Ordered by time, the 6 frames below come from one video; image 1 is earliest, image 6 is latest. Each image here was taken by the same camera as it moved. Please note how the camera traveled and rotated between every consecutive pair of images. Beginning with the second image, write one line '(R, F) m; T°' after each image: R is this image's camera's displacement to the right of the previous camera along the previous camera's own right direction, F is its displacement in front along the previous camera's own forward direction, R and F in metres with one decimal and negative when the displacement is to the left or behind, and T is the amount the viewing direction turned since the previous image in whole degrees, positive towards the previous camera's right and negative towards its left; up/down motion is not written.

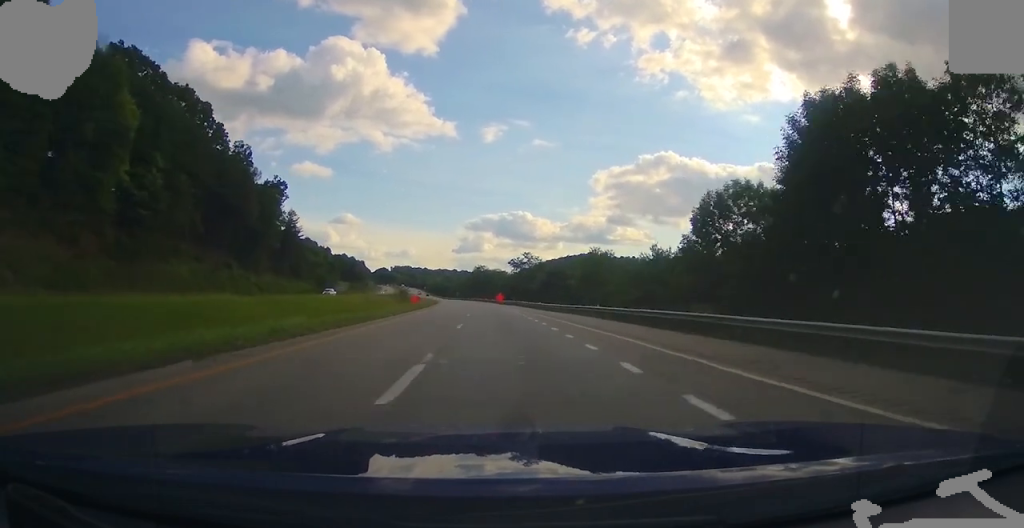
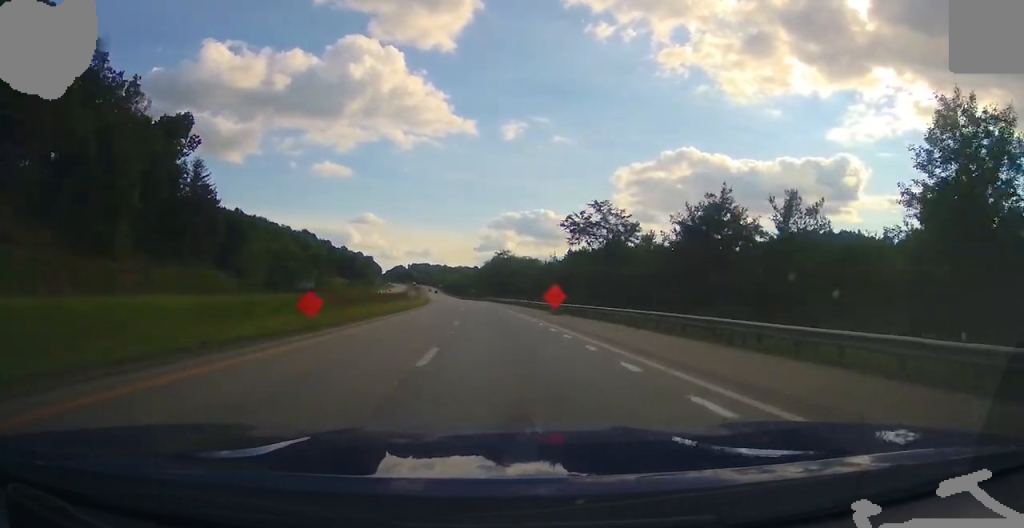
(-1.7, +59.8) m; -4°
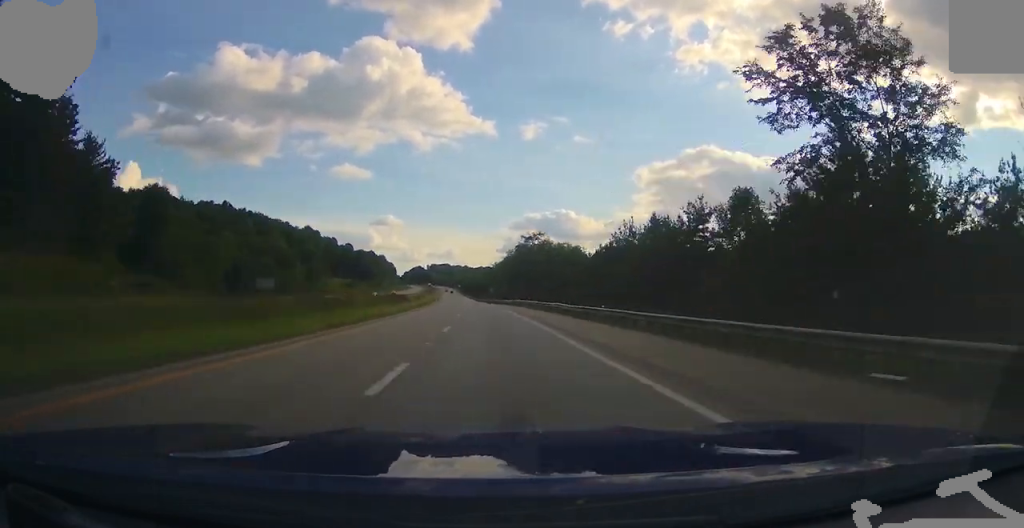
(-1.5, +39.4) m; -3°
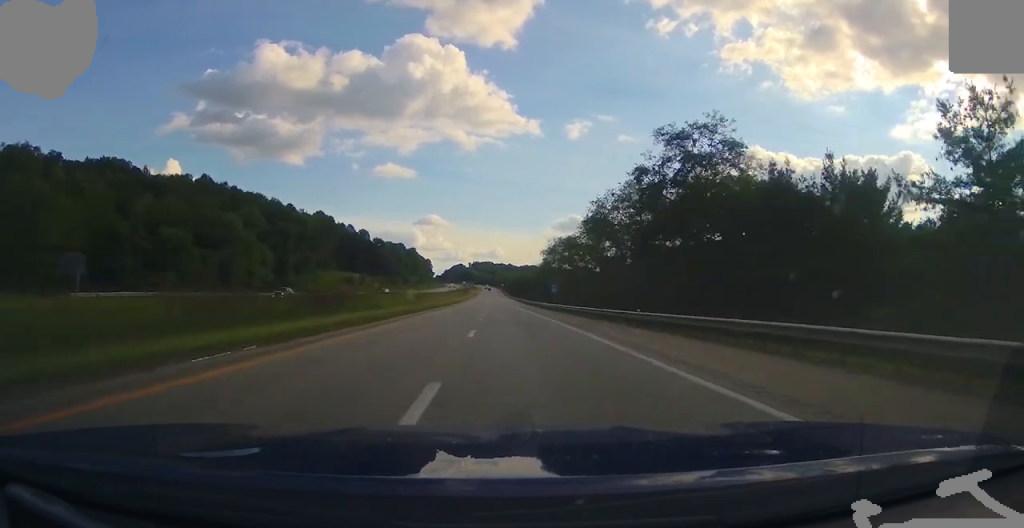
(-0.3, +63.4) m; 0°
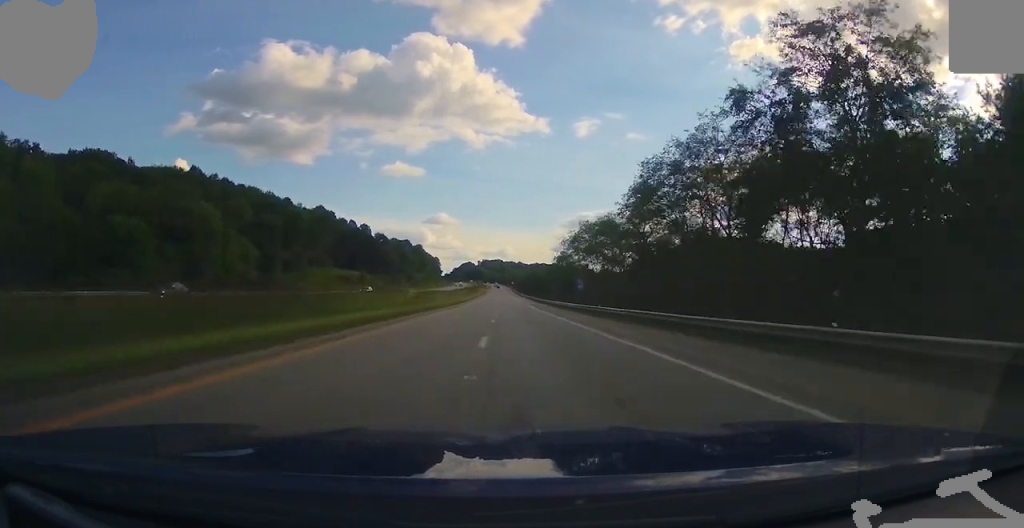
(0.0, +15.9) m; 0°
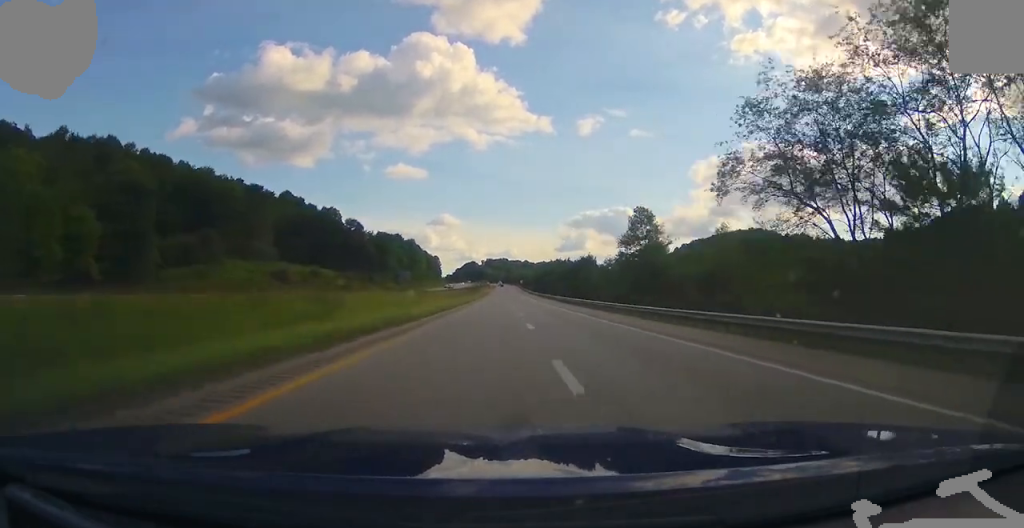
(0.0, +56.1) m; -1°
